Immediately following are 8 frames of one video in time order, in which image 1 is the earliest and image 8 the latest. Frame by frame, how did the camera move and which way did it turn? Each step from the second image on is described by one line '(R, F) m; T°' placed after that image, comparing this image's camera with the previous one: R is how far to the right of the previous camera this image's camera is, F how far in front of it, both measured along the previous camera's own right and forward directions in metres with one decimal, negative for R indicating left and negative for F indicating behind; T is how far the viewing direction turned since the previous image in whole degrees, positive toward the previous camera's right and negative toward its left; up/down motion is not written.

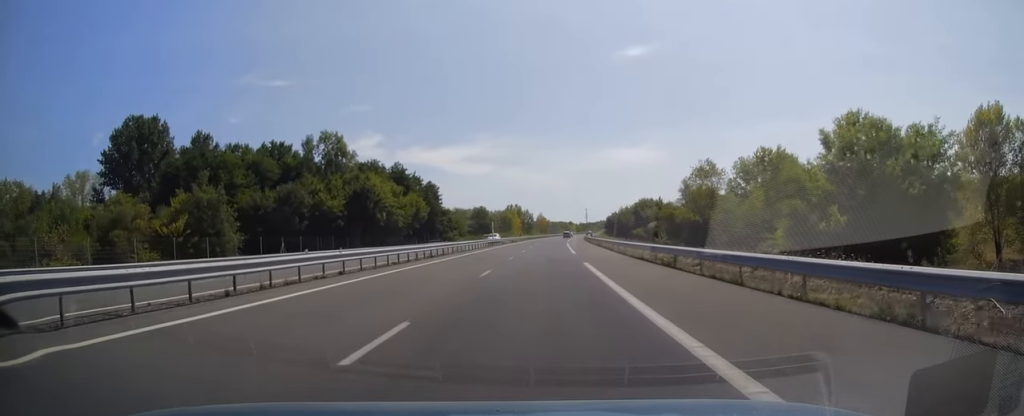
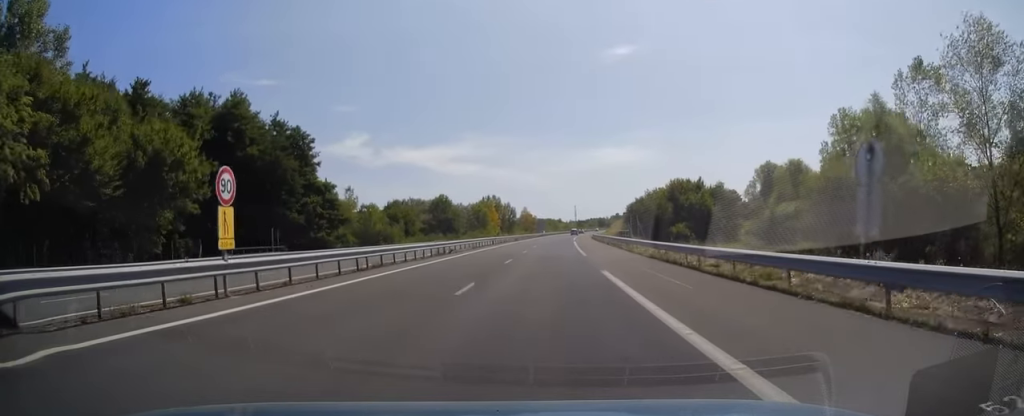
(+0.6, +59.0) m; +1°
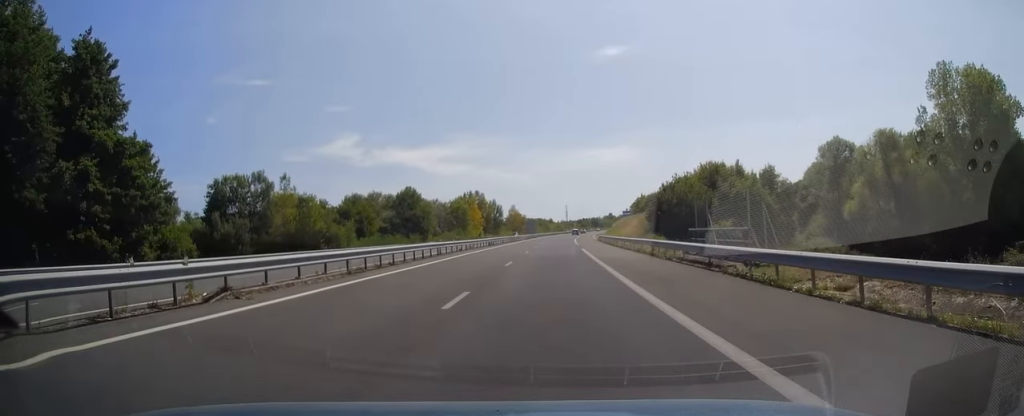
(+0.2, +29.0) m; +1°
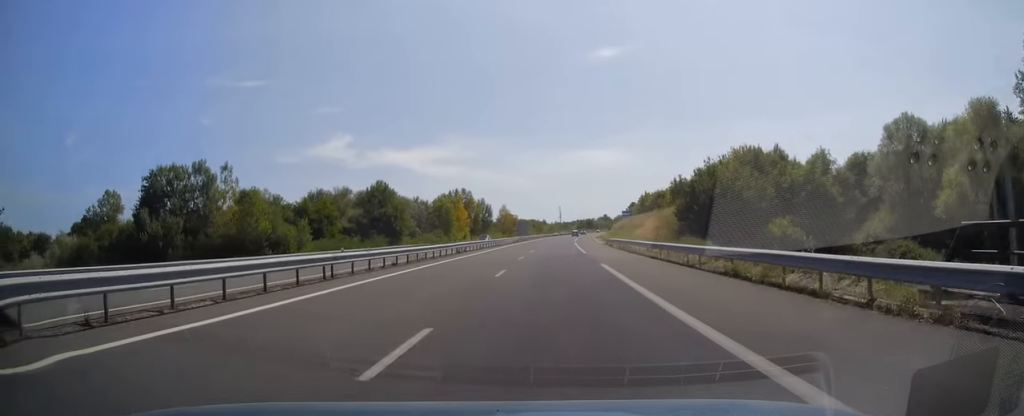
(+0.2, +18.2) m; +1°
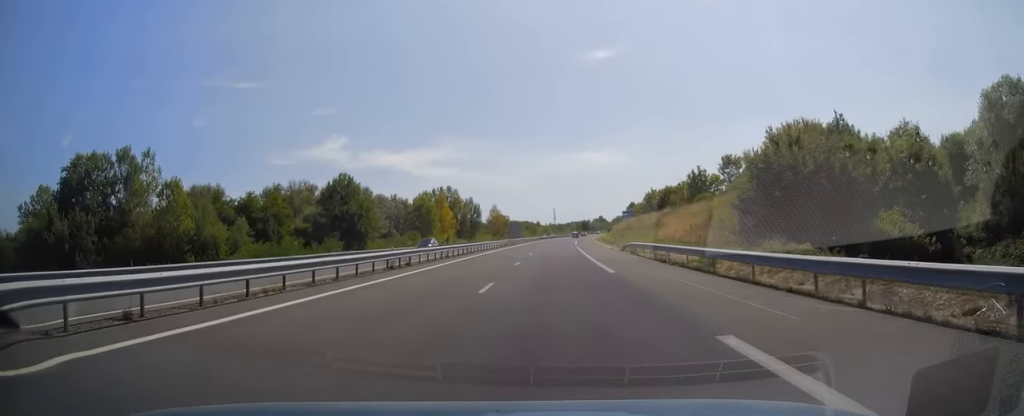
(+0.2, +17.7) m; +1°
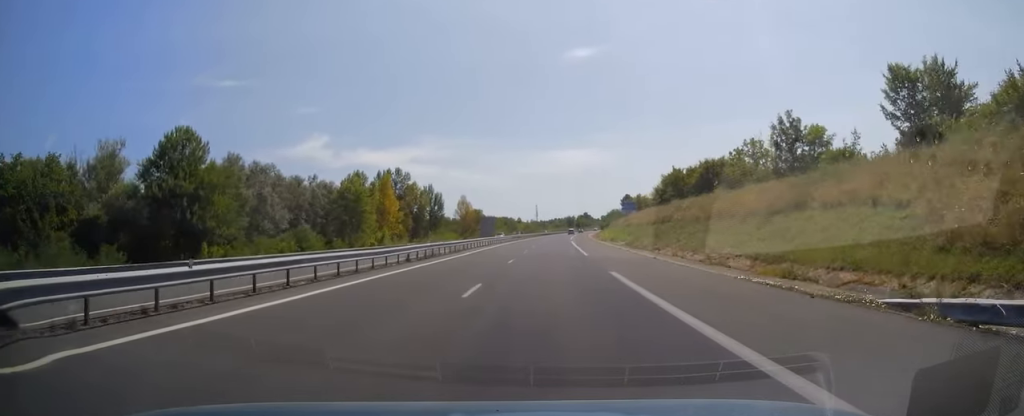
(+0.3, +41.2) m; +1°
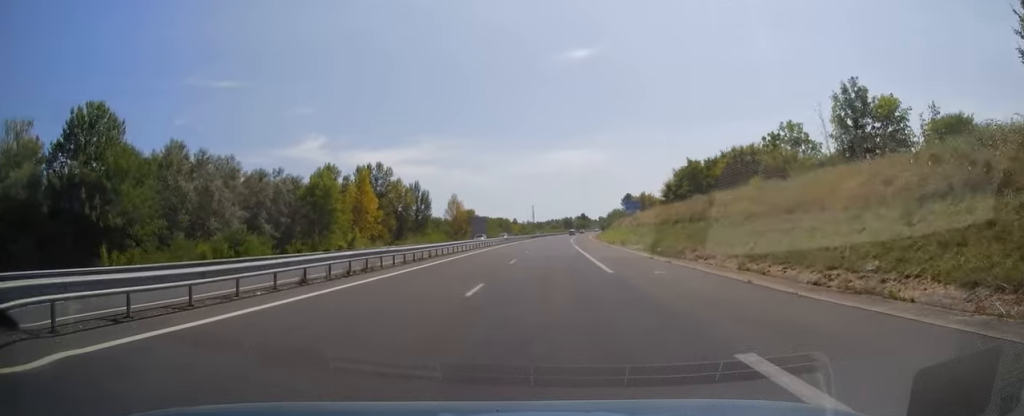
(+0.1, +12.7) m; 0°
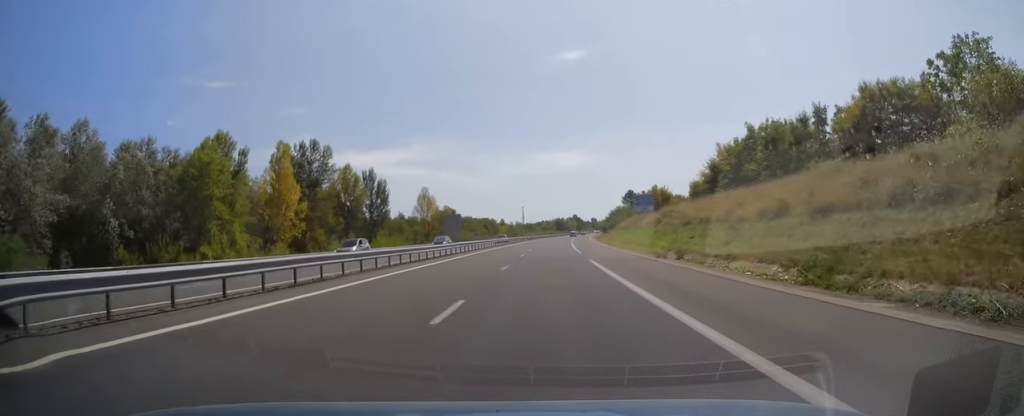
(+0.3, +30.3) m; +1°
